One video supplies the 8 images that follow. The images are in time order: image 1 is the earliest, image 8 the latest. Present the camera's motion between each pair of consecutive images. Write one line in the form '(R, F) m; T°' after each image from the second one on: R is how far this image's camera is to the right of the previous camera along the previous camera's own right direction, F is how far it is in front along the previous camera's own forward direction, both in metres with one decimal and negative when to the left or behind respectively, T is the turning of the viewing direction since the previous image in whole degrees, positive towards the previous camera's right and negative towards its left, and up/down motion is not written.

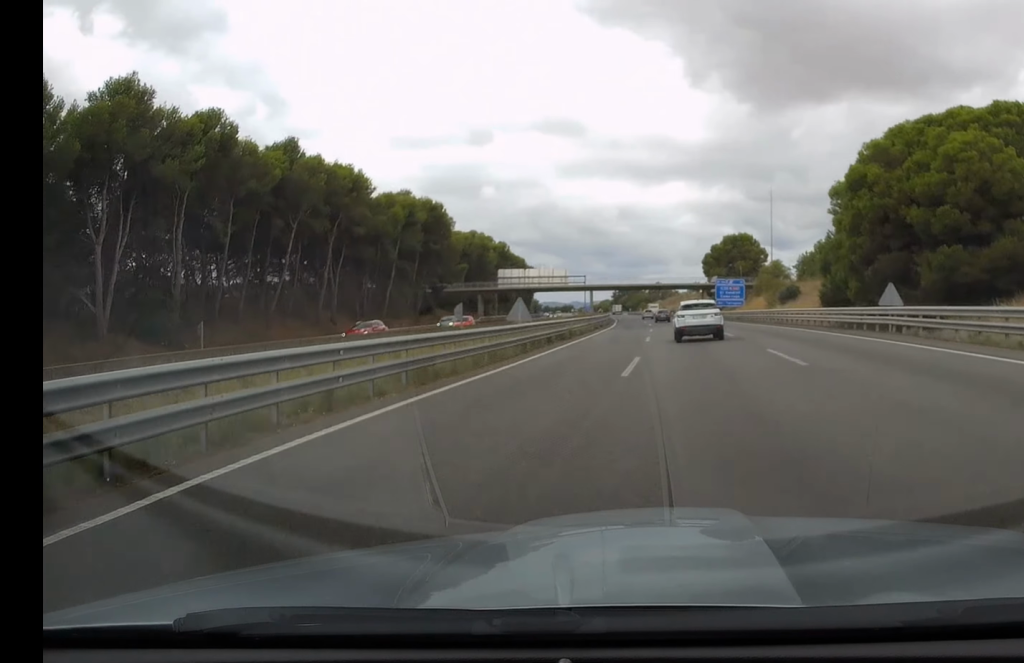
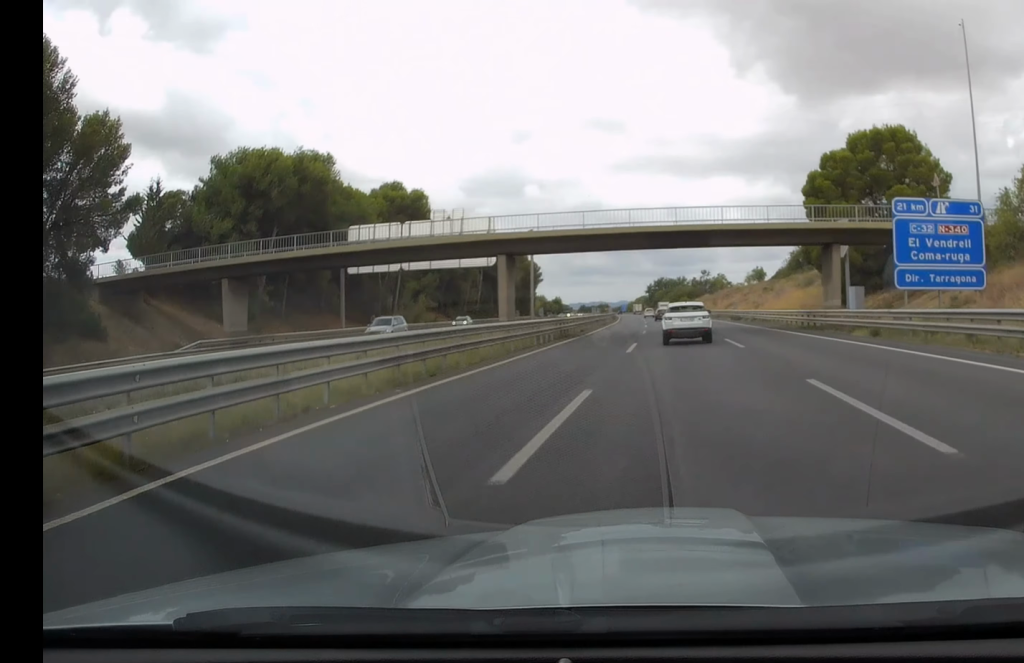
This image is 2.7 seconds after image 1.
(-2.8, +86.8) m; -4°
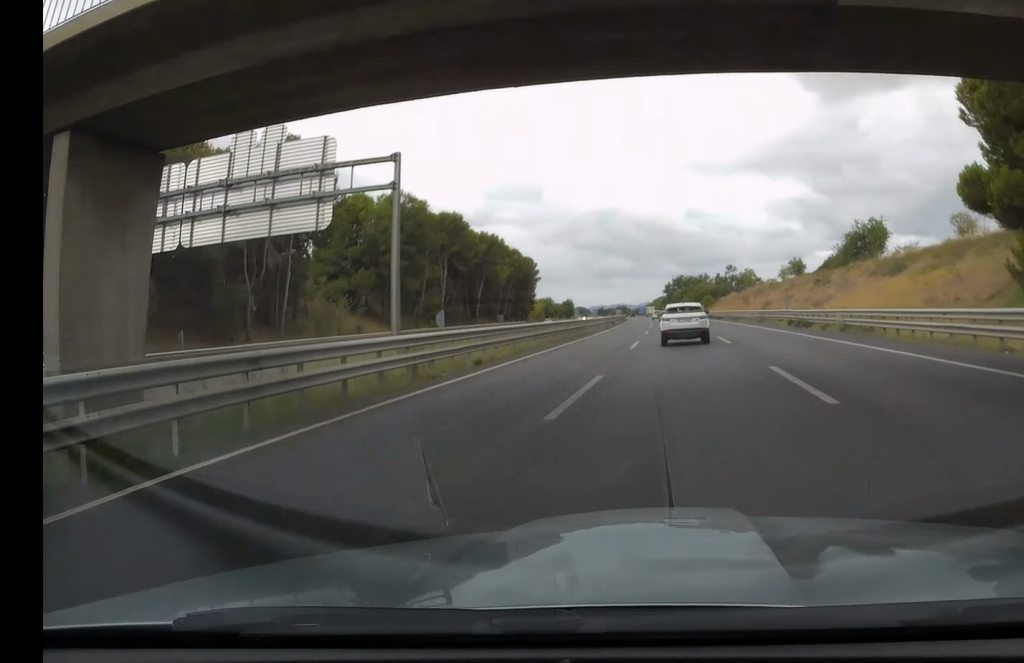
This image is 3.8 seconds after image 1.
(-0.5, +34.6) m; -1°
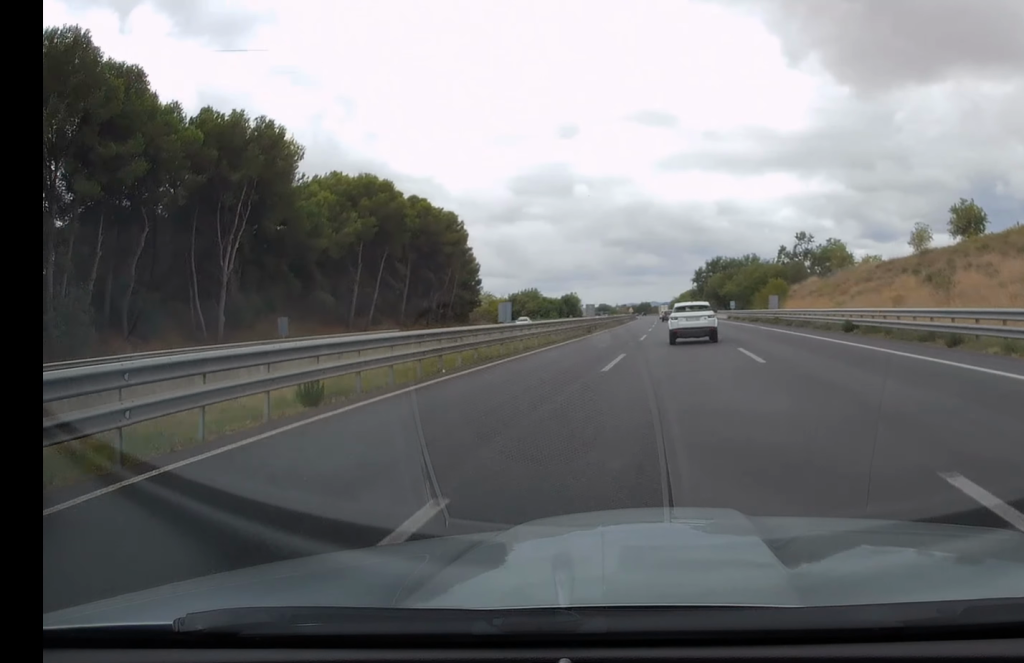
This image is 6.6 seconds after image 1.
(-2.5, +86.8) m; -3°
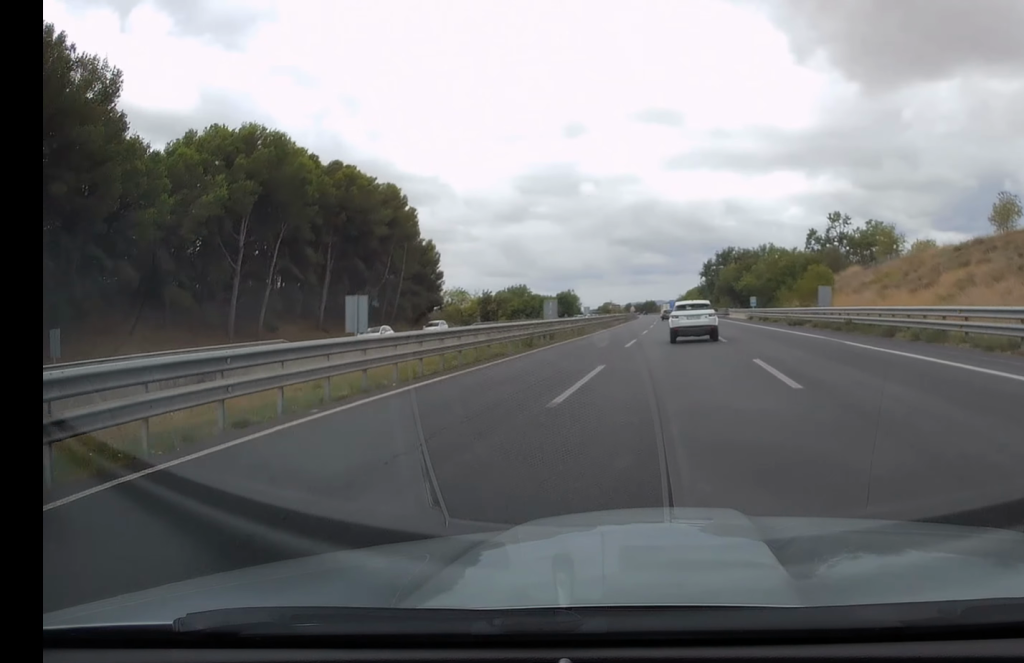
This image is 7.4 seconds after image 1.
(-0.5, +25.0) m; -1°
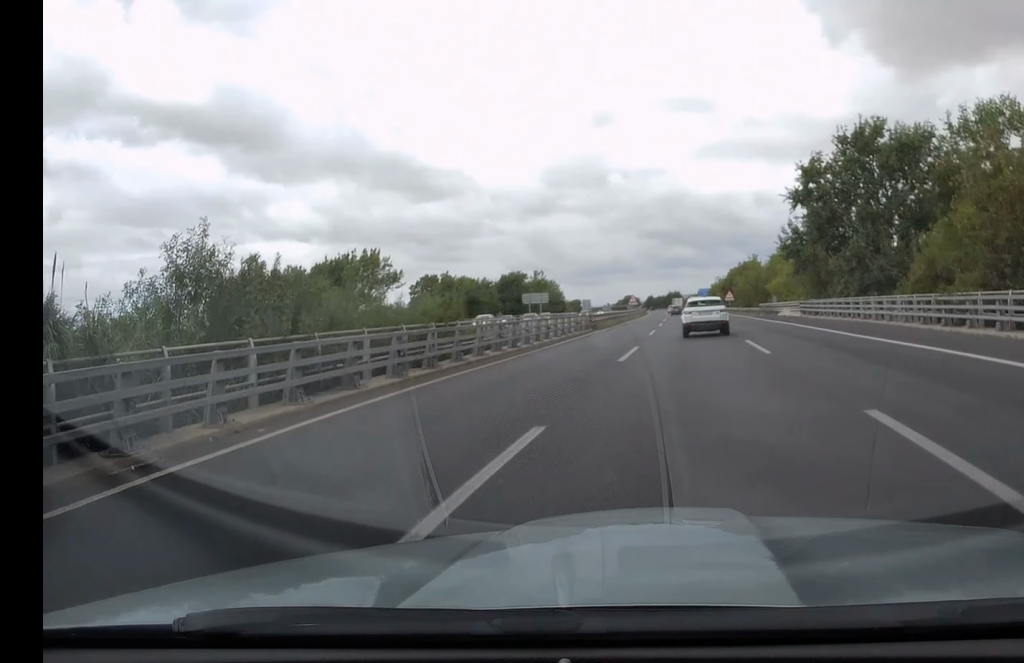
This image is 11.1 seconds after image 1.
(-2.1, +115.0) m; -2°
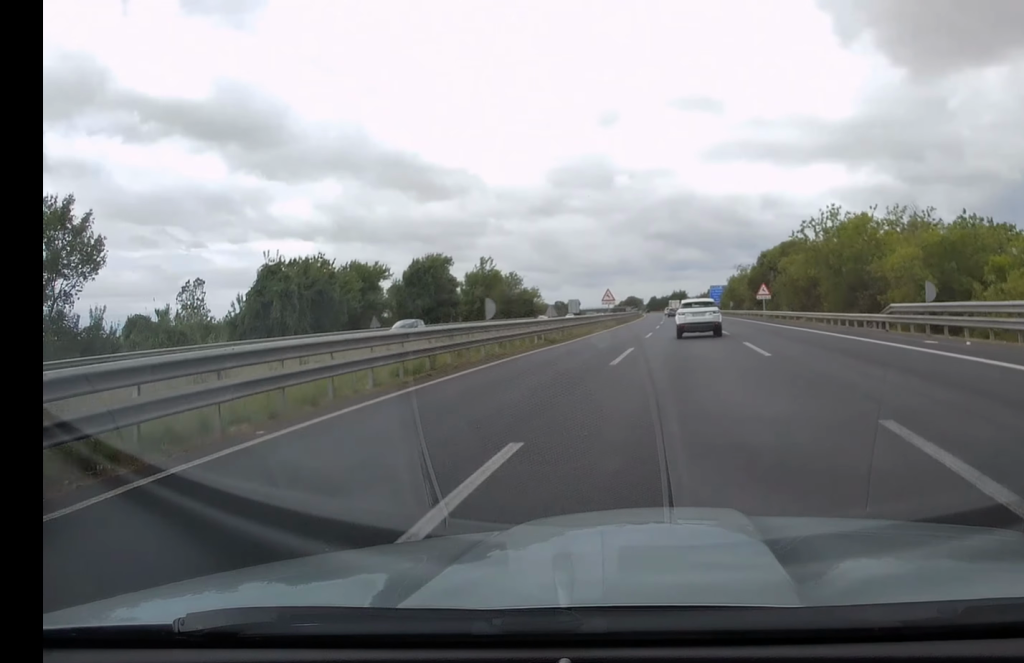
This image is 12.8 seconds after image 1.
(-0.5, +53.6) m; -1°
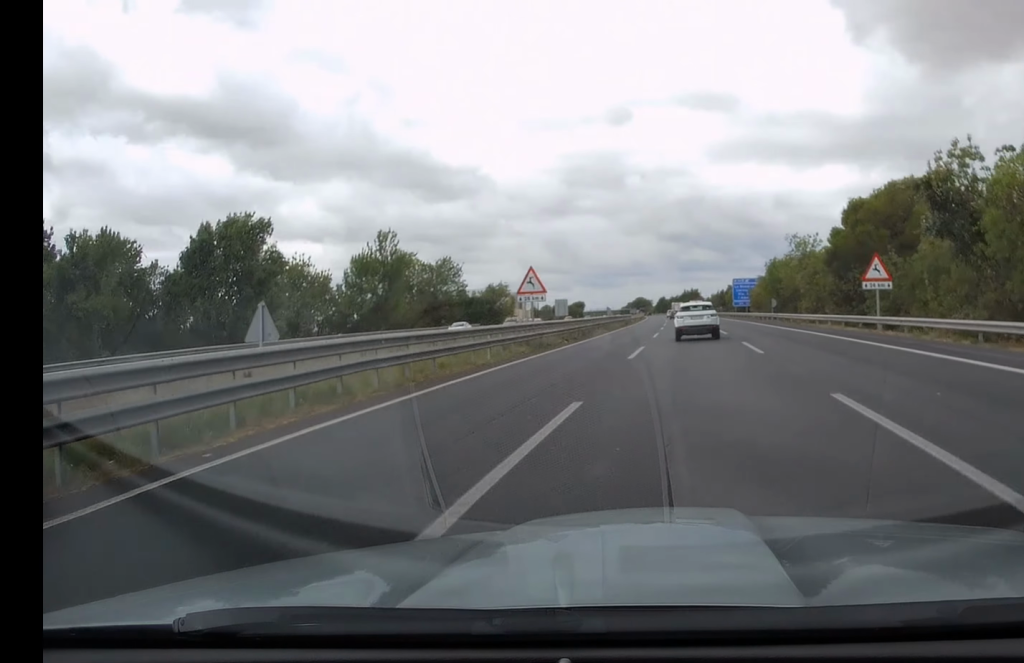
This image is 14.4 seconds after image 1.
(0.0, +49.4) m; 0°
